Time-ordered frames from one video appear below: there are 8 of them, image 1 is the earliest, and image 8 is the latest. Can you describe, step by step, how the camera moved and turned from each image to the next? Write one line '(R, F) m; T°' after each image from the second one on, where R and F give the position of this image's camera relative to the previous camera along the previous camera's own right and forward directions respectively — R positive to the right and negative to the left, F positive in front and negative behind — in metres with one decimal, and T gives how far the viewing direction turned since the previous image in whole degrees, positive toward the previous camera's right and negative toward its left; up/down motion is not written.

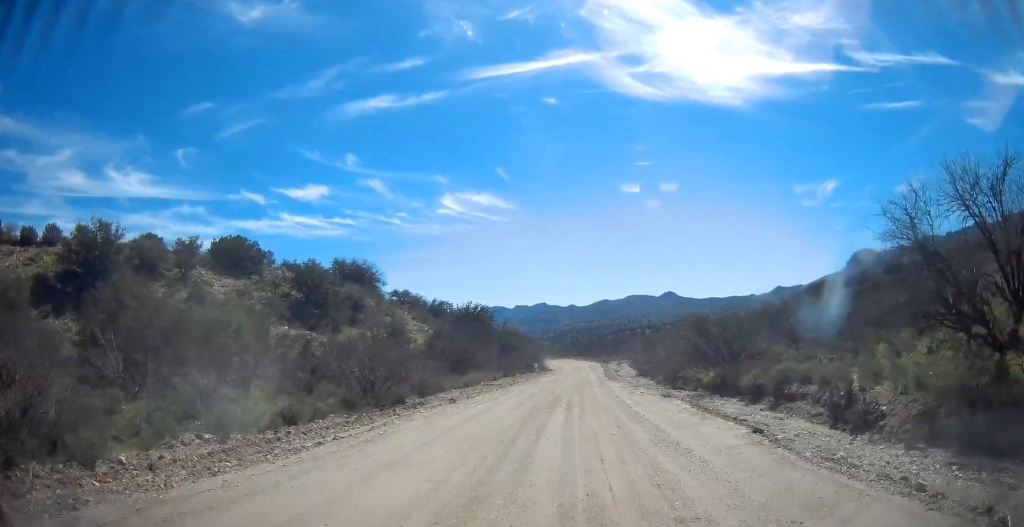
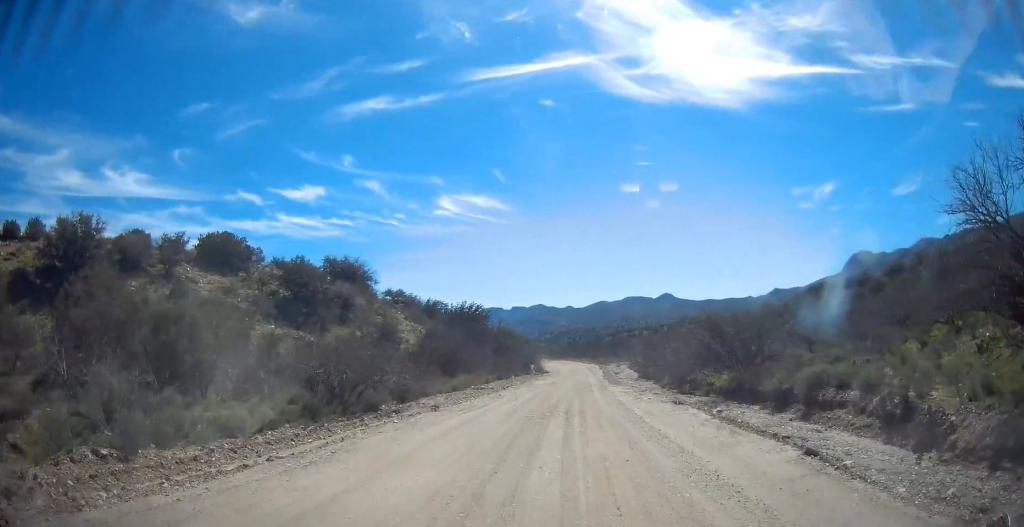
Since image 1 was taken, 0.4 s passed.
(+0.1, +2.5) m; 0°
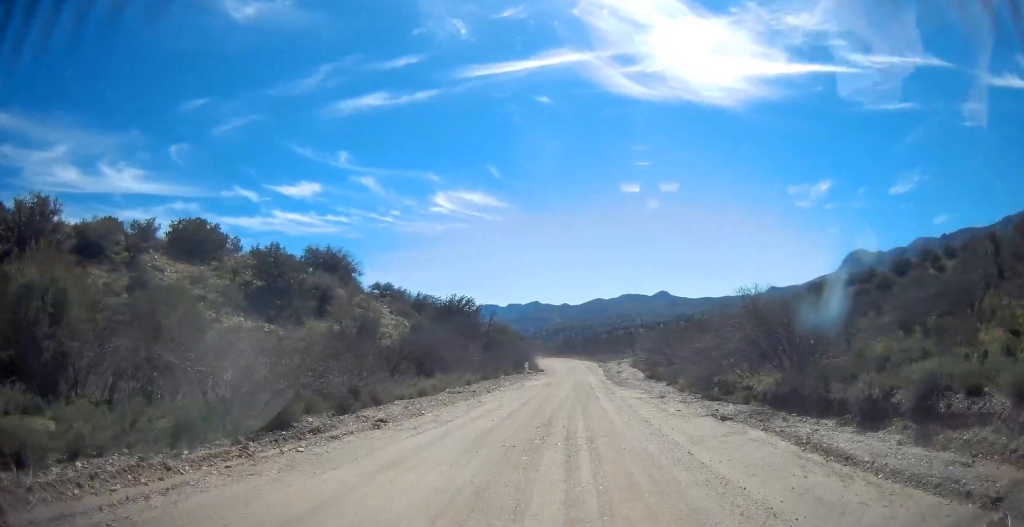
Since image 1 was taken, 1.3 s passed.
(0.0, +5.4) m; 0°
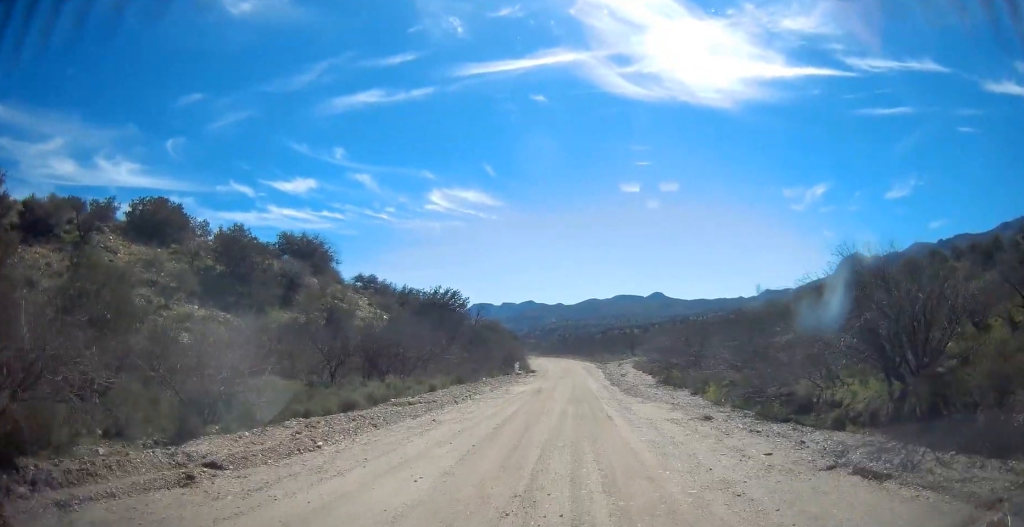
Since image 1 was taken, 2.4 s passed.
(-0.1, +6.8) m; -1°
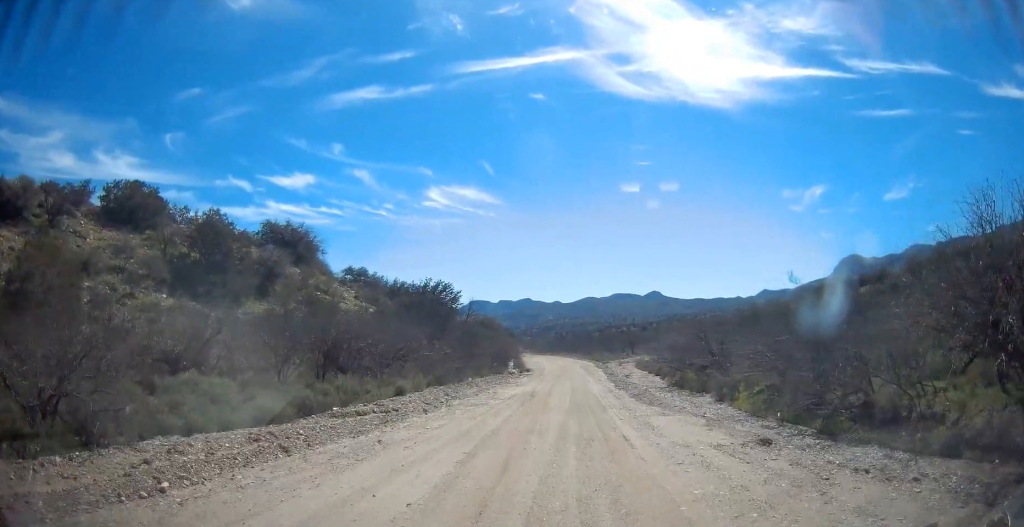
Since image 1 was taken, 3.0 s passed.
(0.0, +4.1) m; 0°
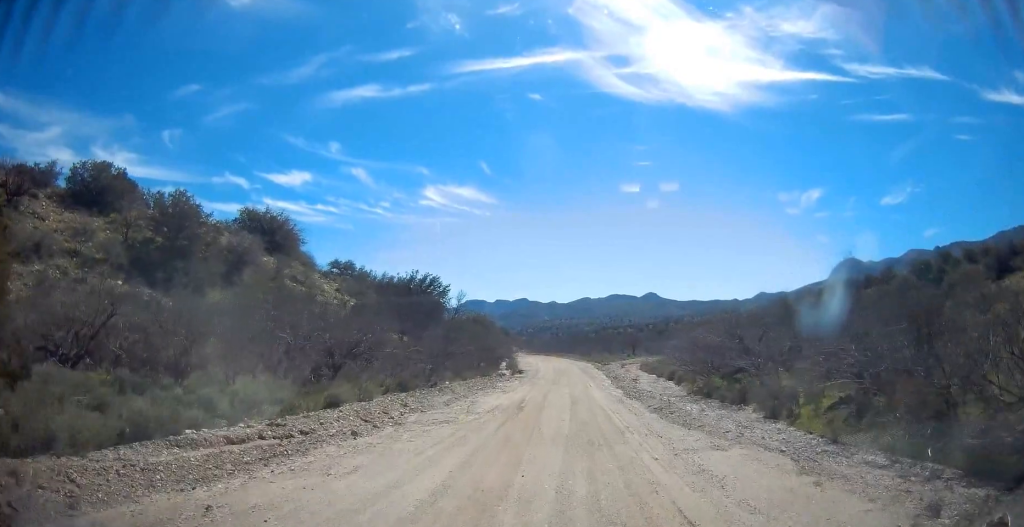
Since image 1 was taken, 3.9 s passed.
(0.0, +5.1) m; +1°
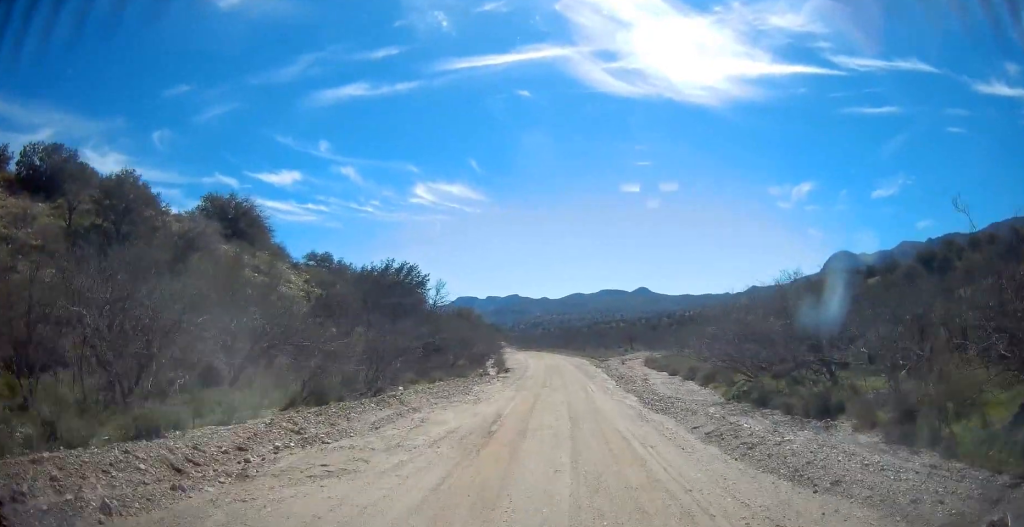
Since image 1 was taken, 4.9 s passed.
(0.0, +6.2) m; 0°
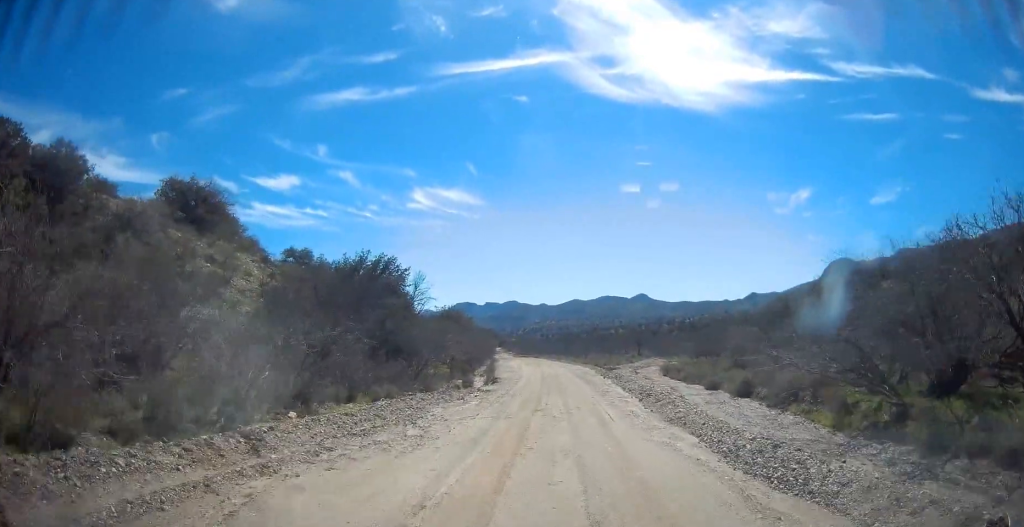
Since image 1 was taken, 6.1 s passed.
(-0.1, +7.3) m; +1°
